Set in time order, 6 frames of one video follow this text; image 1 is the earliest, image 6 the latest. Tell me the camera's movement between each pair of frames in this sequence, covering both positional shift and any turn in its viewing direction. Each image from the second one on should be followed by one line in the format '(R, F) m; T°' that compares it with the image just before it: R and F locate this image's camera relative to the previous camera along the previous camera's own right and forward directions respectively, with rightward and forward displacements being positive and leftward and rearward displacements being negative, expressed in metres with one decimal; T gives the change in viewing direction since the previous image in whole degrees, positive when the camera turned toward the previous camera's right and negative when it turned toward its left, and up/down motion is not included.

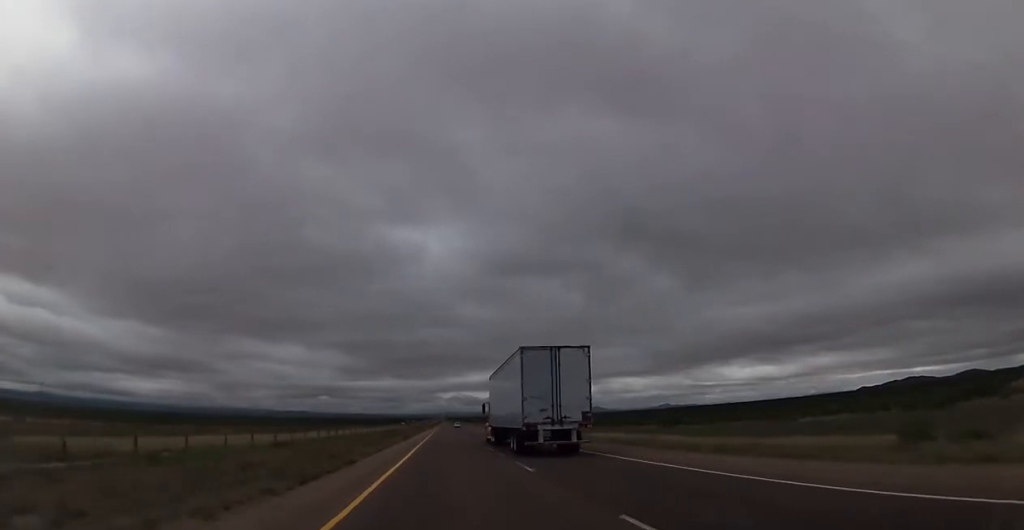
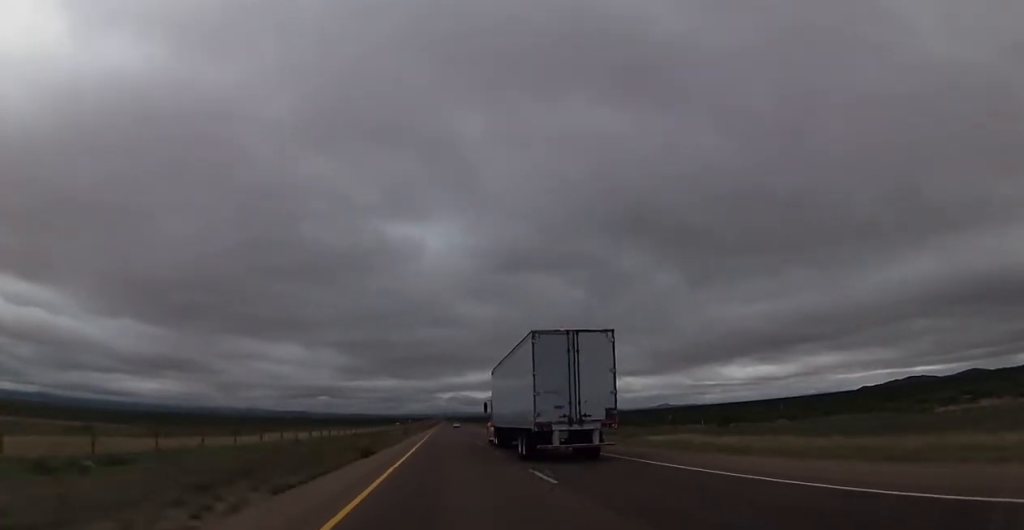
(0.0, +28.0) m; -1°
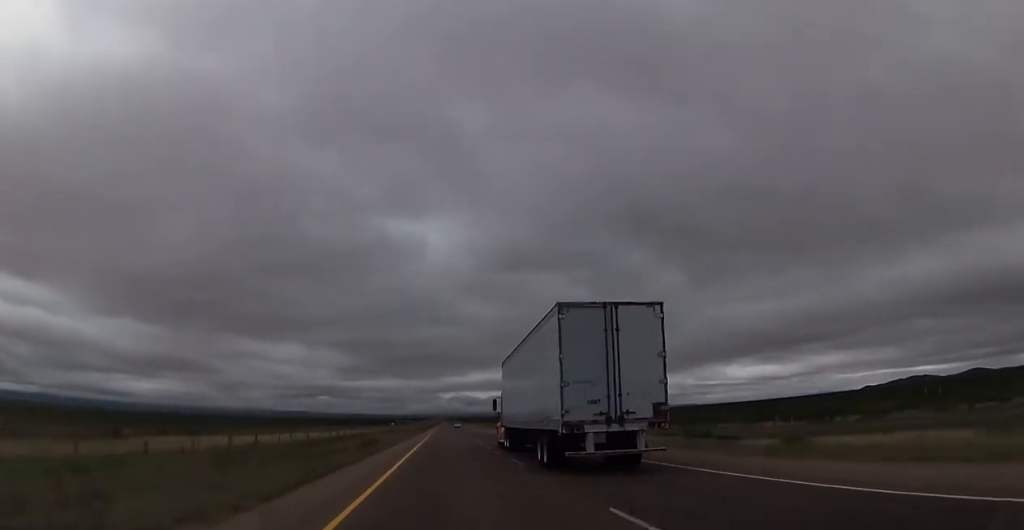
(-0.4, +31.7) m; 0°
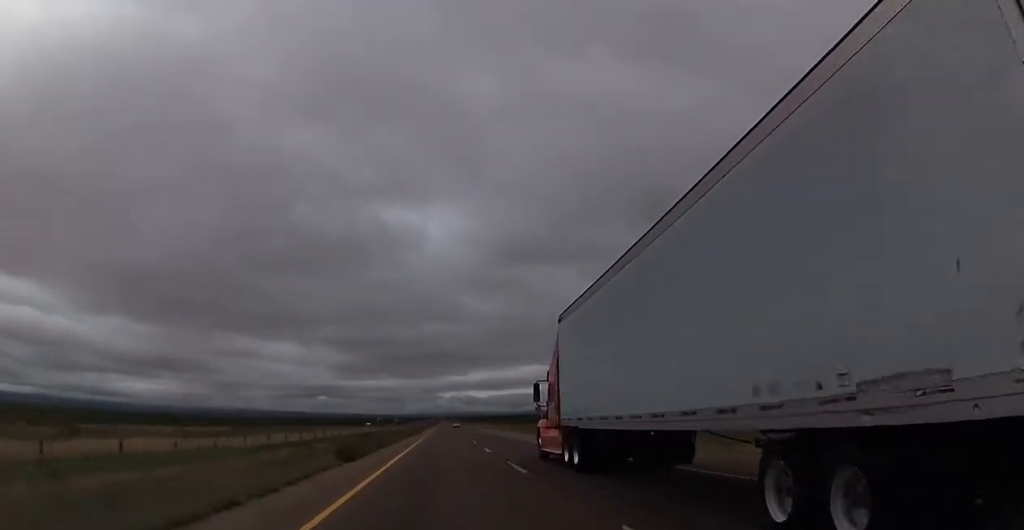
(+1.0, +86.8) m; +1°
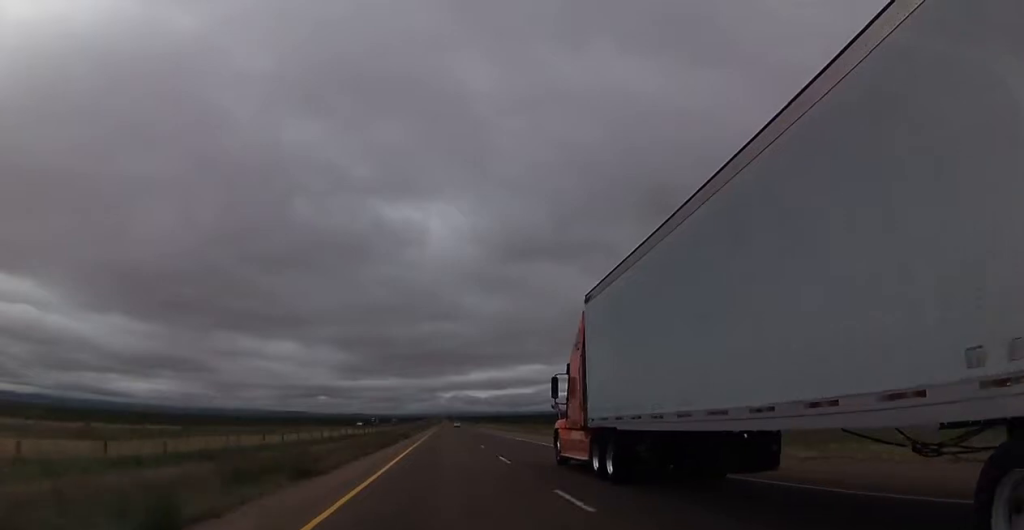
(0.0, +19.6) m; 0°
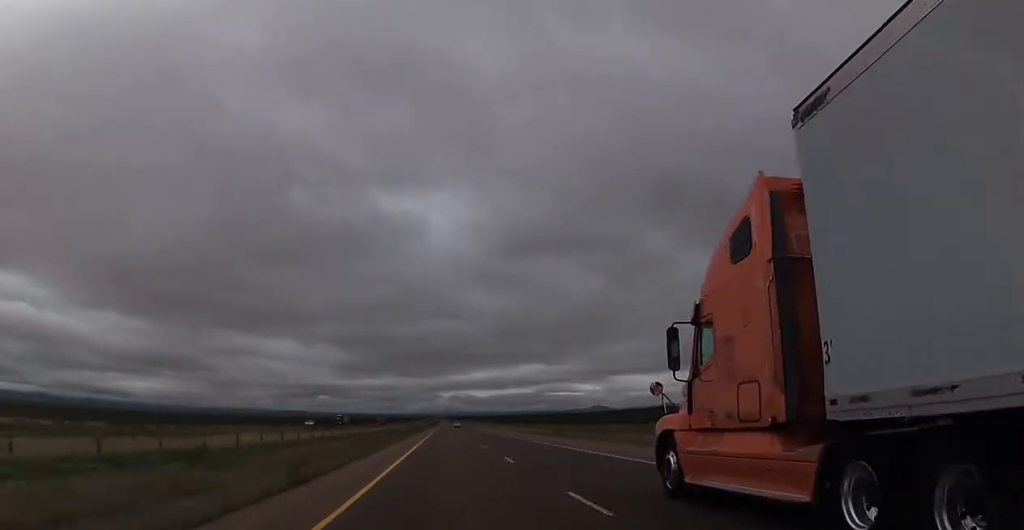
(+0.1, +61.6) m; 0°
